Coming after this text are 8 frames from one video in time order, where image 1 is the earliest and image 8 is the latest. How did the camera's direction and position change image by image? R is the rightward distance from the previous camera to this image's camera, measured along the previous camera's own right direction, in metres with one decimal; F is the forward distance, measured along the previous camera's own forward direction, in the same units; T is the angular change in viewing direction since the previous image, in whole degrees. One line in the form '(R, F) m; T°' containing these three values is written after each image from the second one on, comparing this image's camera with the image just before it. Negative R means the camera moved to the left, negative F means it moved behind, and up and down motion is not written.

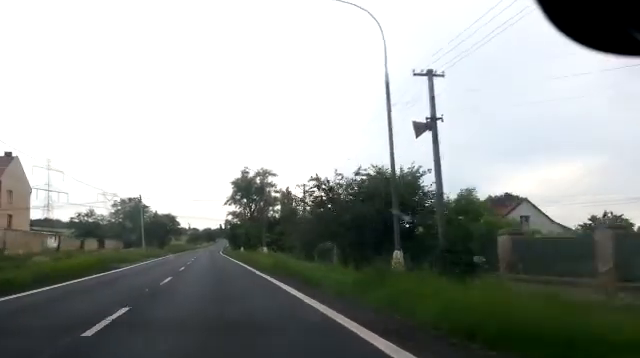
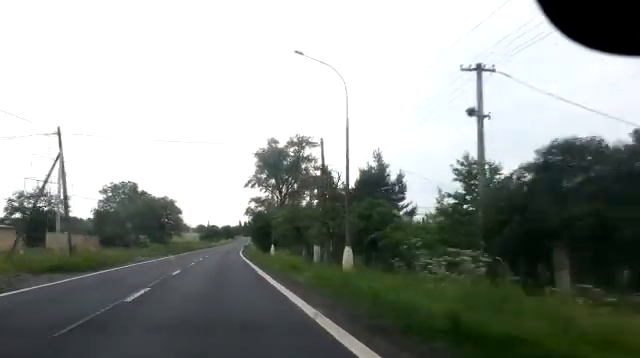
(-0.1, +32.7) m; 0°
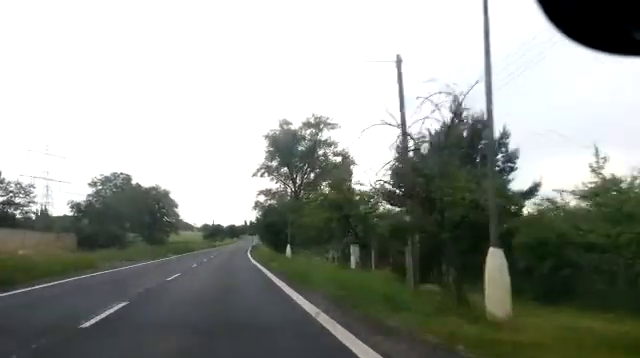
(0.0, +12.4) m; 0°
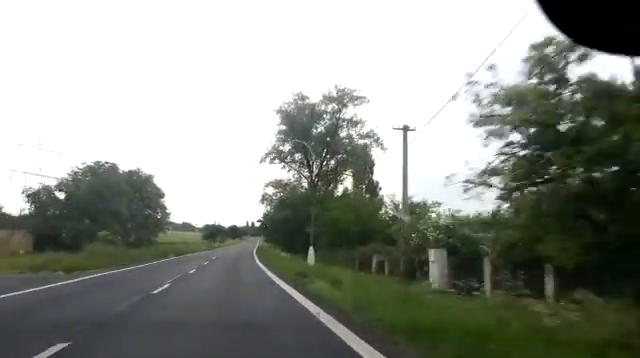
(0.0, +13.2) m; 0°
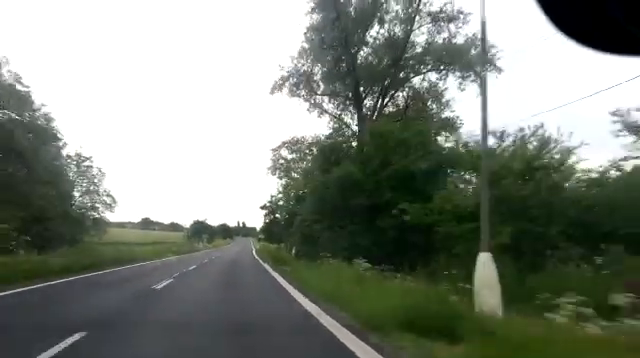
(0.0, +26.6) m; +1°
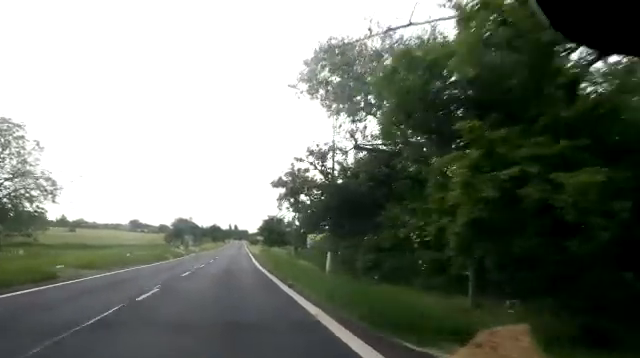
(+0.2, +20.2) m; -1°
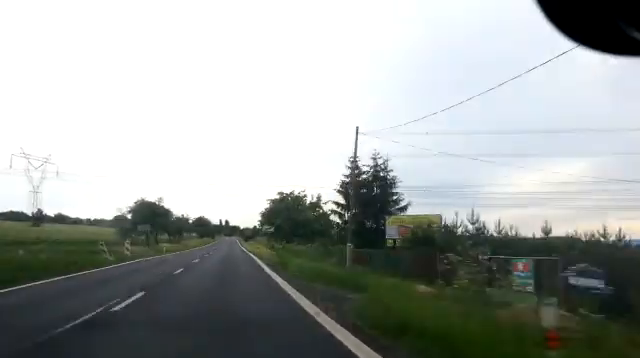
(-0.7, +29.5) m; 0°
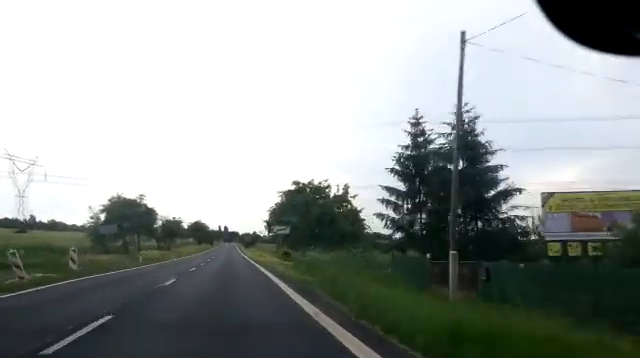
(+0.4, +12.2) m; 0°
